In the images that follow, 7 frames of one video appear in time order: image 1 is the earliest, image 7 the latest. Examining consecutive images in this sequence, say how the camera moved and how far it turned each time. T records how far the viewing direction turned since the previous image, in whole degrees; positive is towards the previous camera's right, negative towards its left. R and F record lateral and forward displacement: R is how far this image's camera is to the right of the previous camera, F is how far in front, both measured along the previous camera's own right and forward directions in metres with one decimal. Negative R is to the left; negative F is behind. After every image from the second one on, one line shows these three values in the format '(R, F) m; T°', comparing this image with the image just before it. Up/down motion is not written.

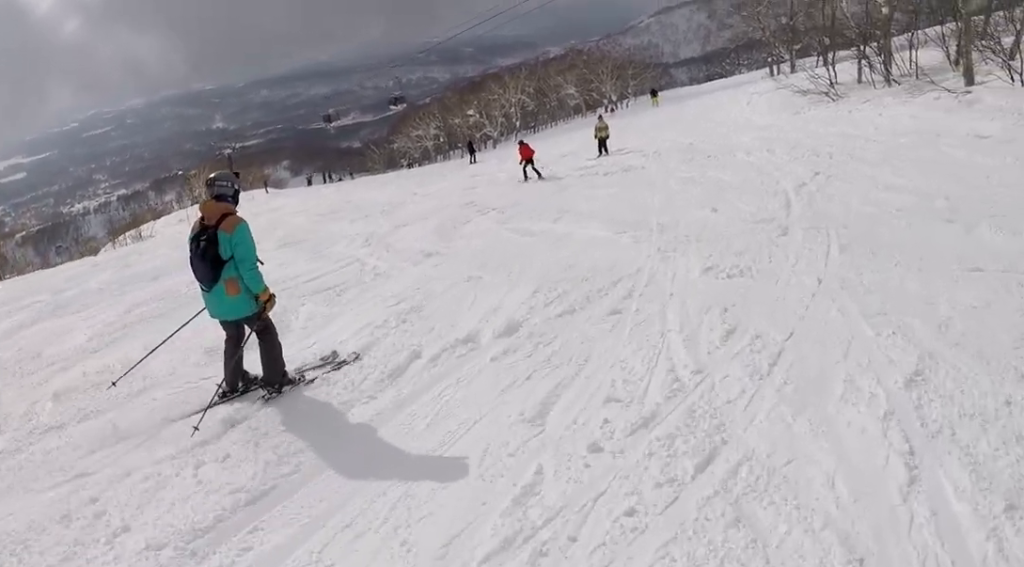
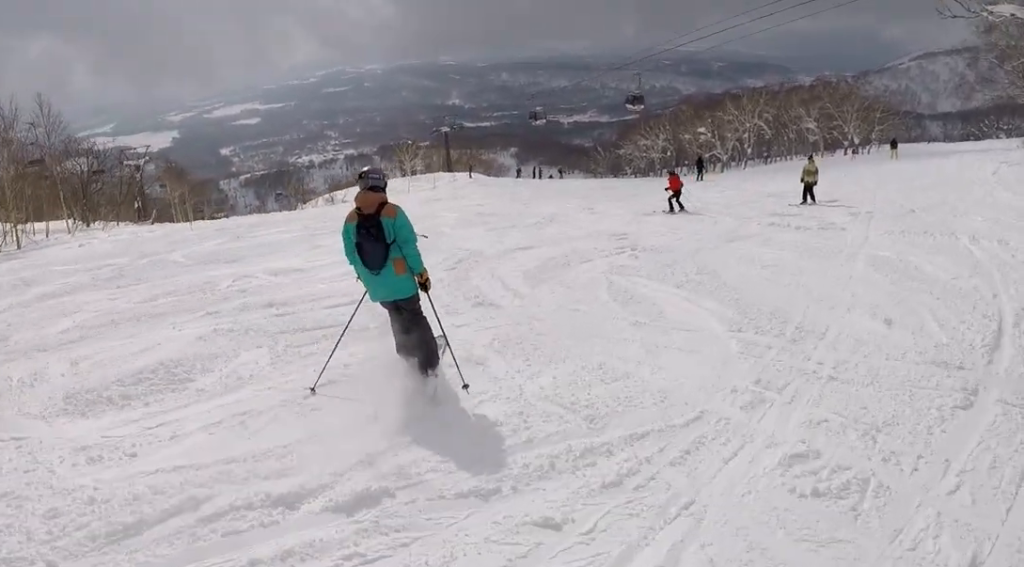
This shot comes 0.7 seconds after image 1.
(-0.2, +3.0) m; -27°
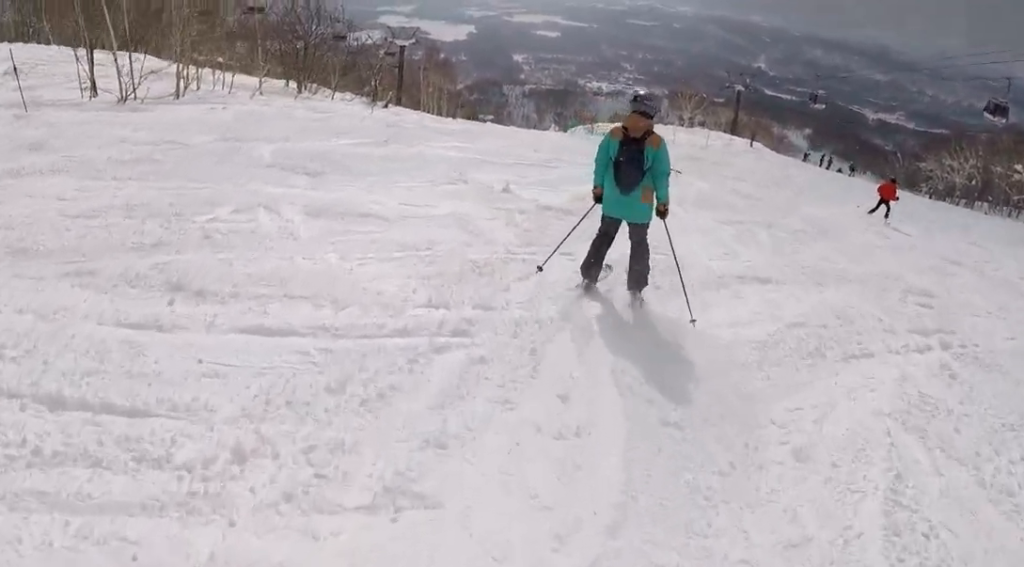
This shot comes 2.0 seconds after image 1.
(-2.6, +5.1) m; -26°
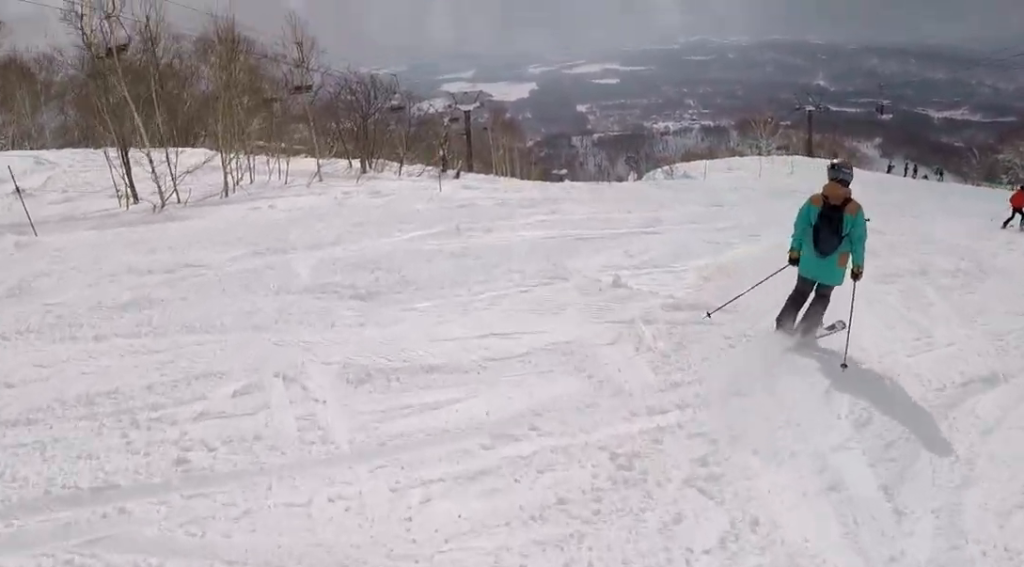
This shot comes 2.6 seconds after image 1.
(+0.1, +2.5) m; +19°
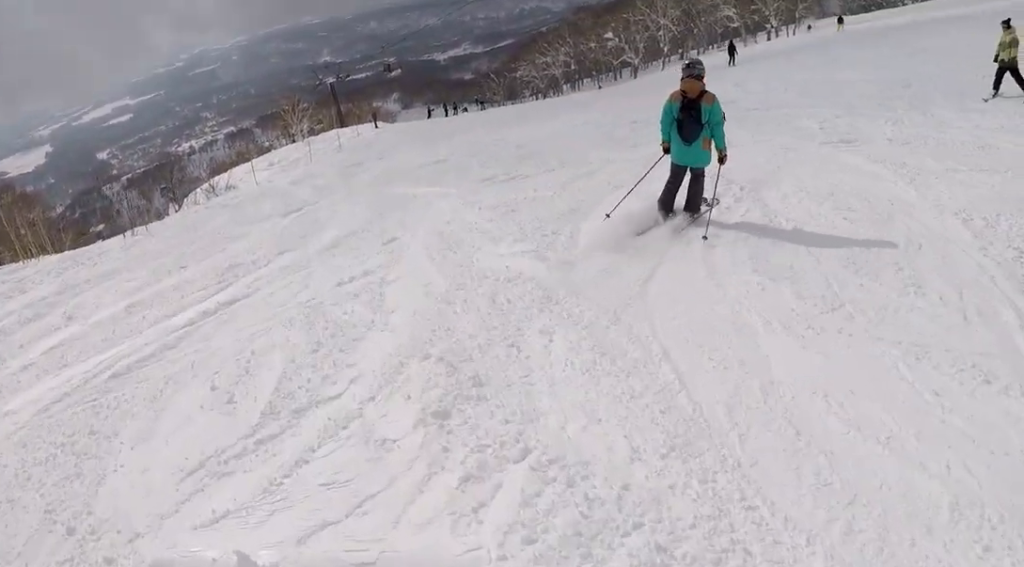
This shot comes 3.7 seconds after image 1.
(+1.8, +4.3) m; +31°
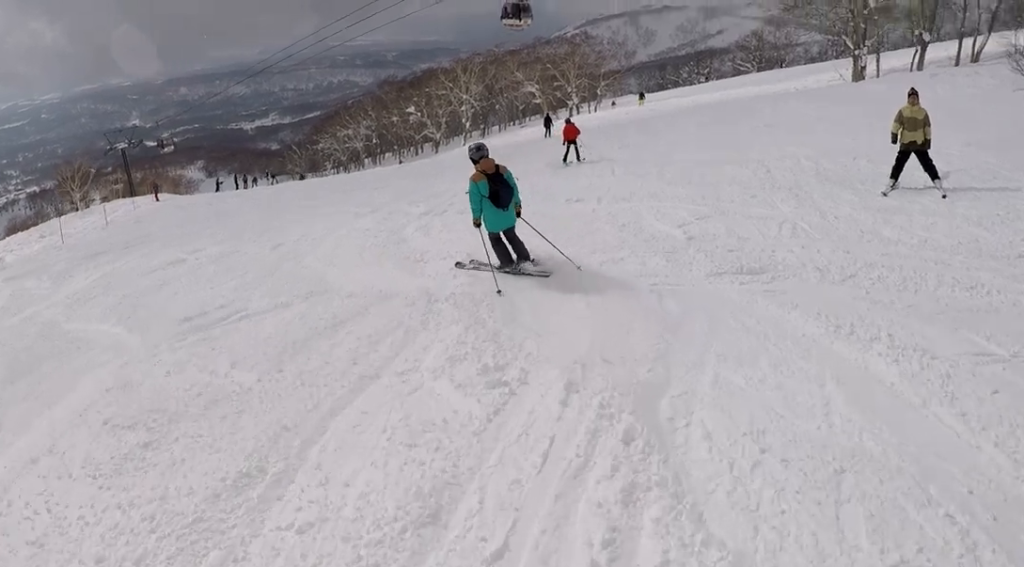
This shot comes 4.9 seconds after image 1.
(+0.6, +6.0) m; -9°
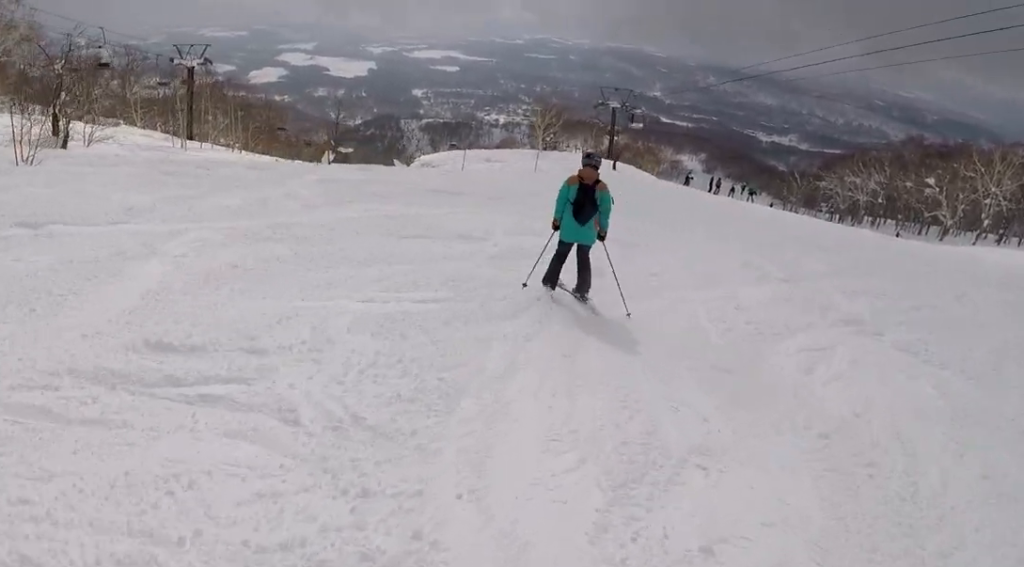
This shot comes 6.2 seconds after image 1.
(-1.7, +6.8) m; -19°
